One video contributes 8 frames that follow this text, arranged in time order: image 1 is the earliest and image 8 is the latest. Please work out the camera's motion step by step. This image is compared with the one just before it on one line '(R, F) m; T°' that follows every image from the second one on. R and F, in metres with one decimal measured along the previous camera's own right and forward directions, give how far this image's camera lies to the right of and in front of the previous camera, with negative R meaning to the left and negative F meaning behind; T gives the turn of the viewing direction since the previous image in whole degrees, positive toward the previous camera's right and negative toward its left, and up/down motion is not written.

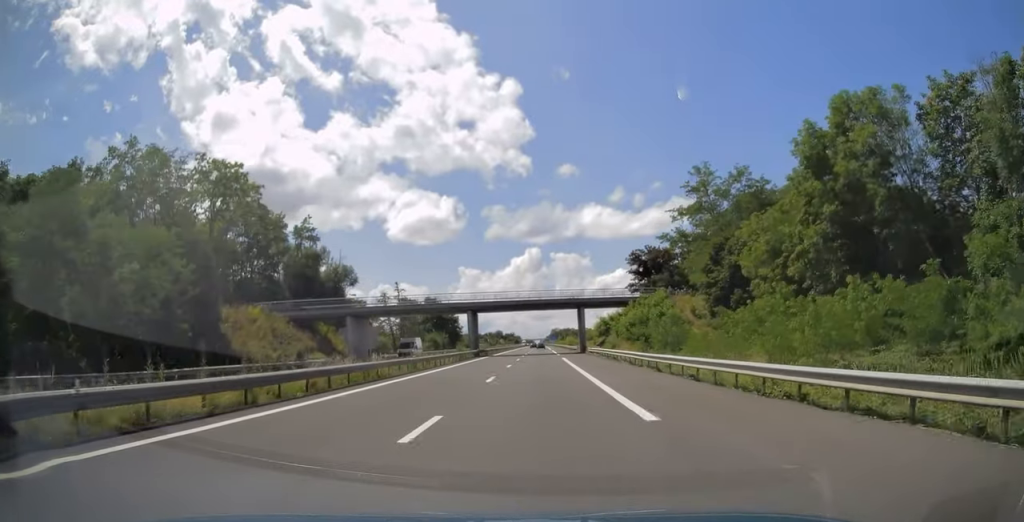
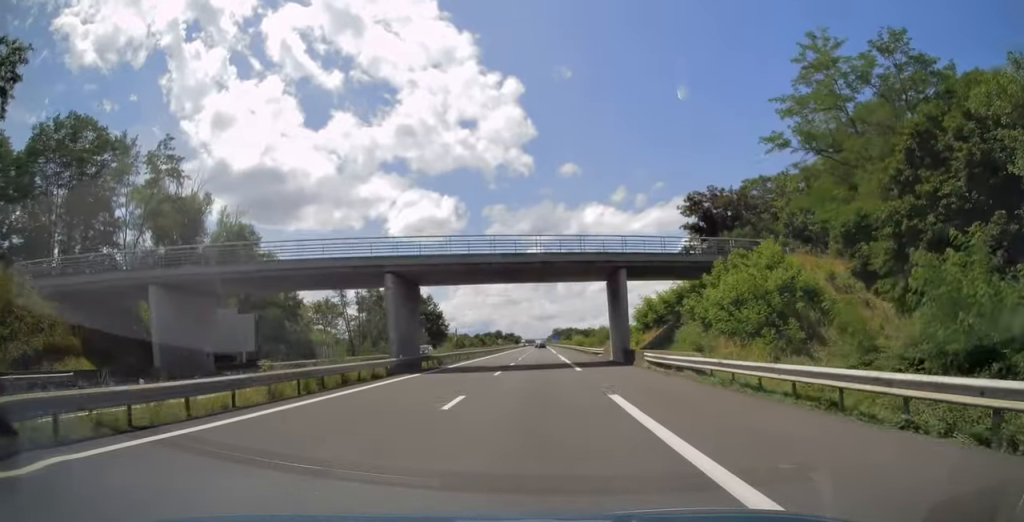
(0.0, +34.3) m; 0°
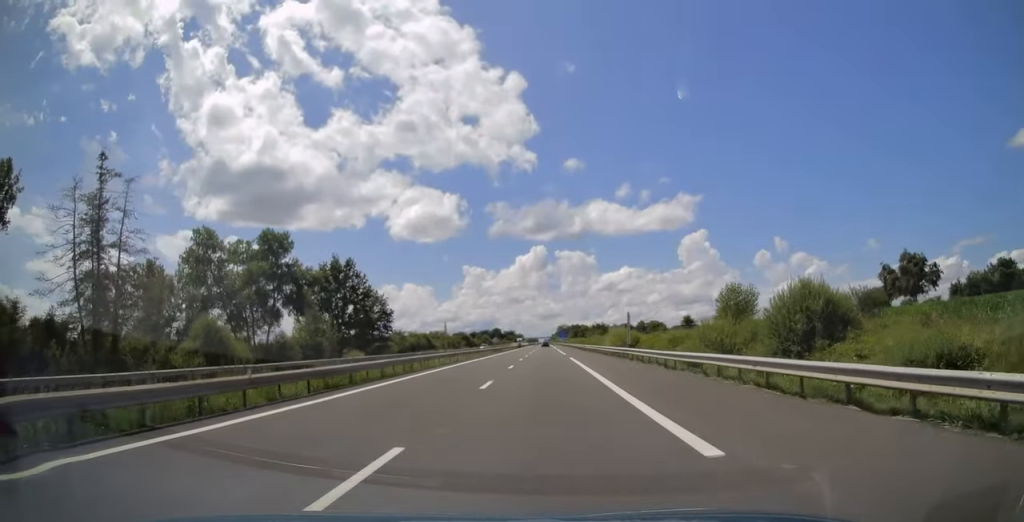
(0.0, +71.7) m; 0°
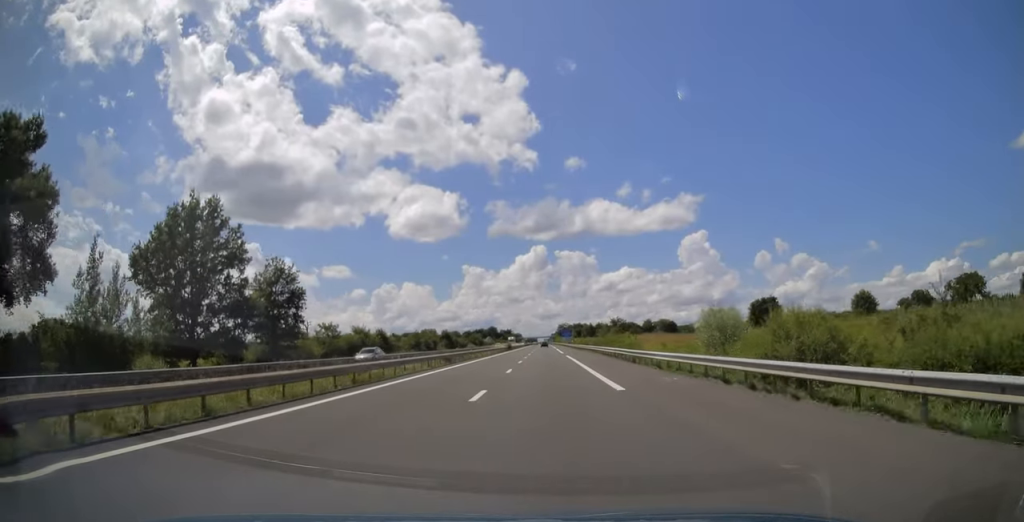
(0.0, +42.0) m; 0°
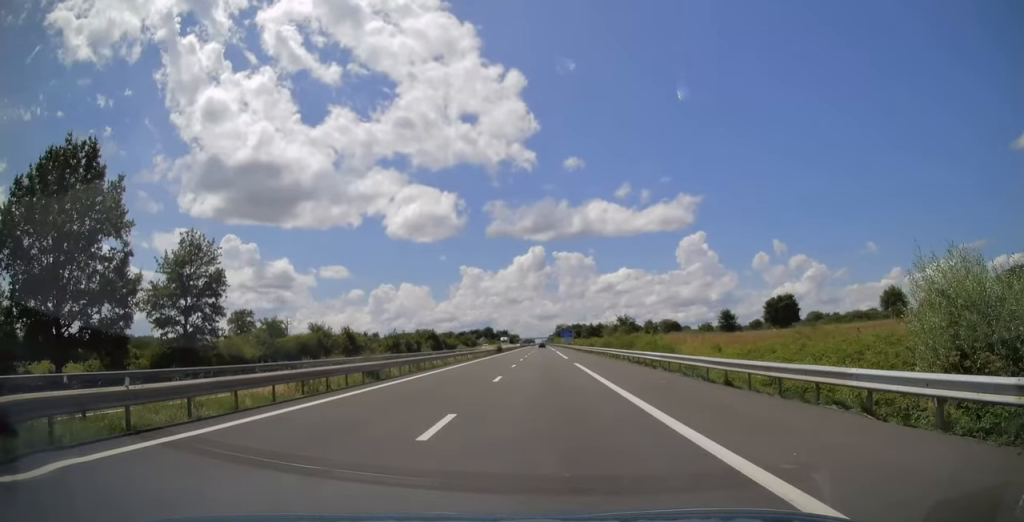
(0.0, +18.4) m; 0°
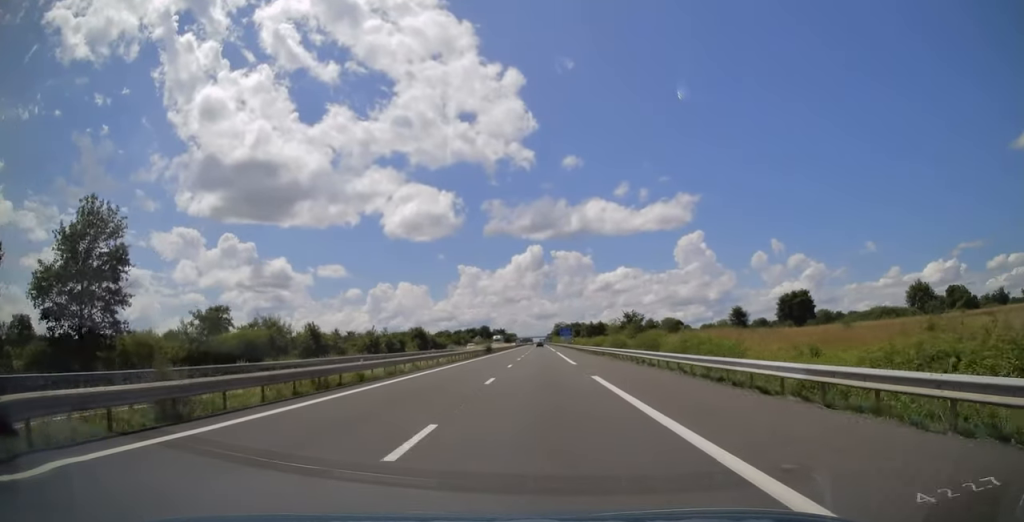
(0.0, +14.4) m; 0°
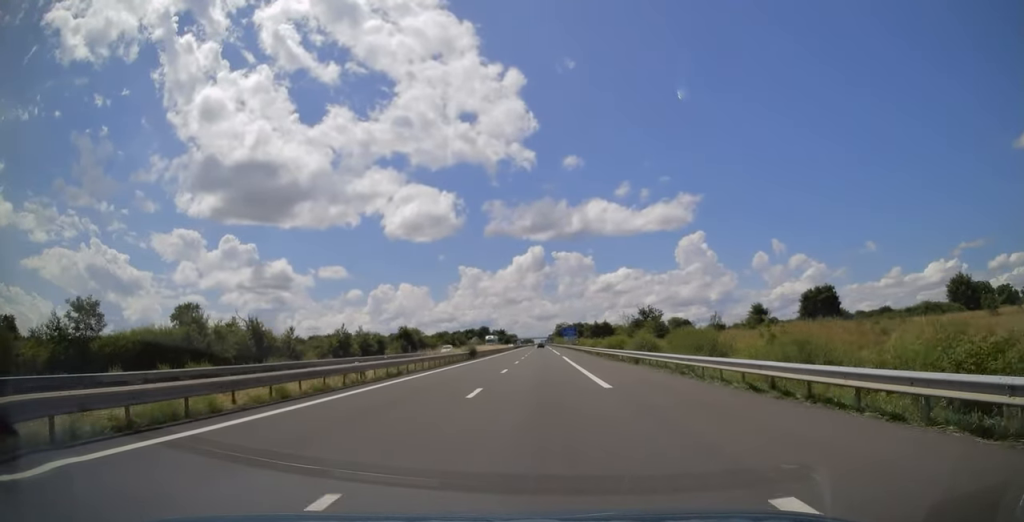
(-0.1, +17.4) m; 0°
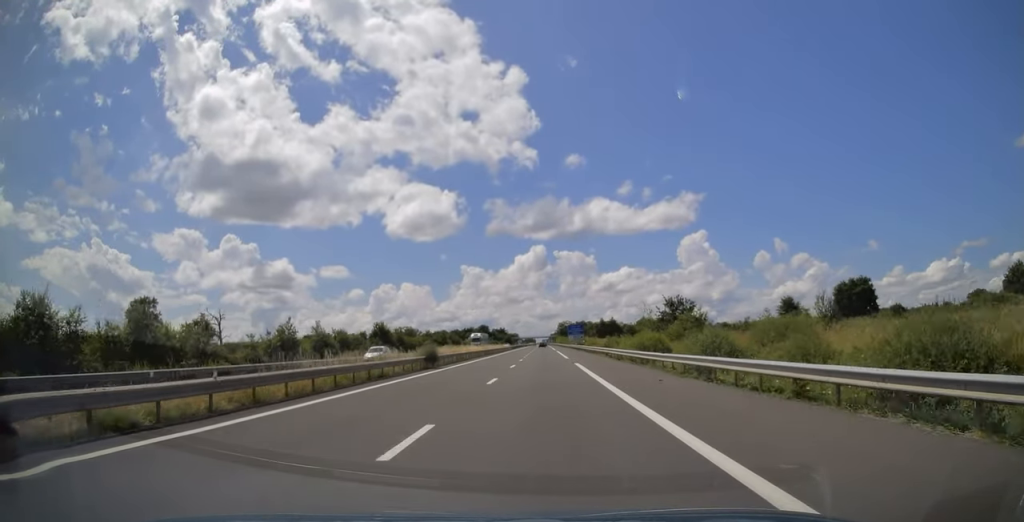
(+0.3, +21.0) m; -1°
